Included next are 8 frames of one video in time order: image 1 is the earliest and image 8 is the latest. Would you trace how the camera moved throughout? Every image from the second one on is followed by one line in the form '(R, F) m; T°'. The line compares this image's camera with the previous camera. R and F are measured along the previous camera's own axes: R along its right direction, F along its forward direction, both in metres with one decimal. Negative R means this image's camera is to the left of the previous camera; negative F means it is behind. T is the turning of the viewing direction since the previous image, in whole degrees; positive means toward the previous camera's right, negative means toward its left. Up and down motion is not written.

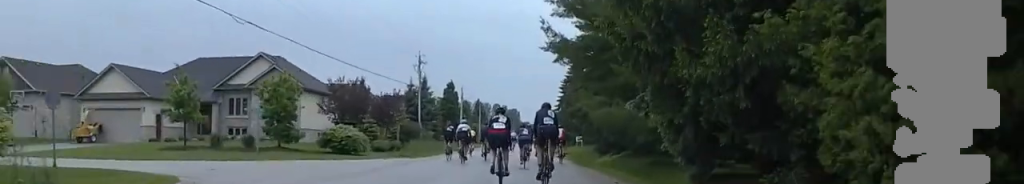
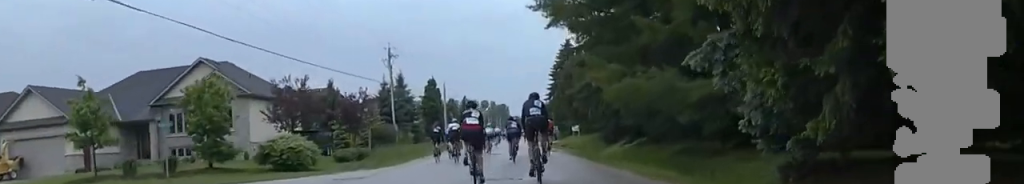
(-0.3, +6.0) m; -3°
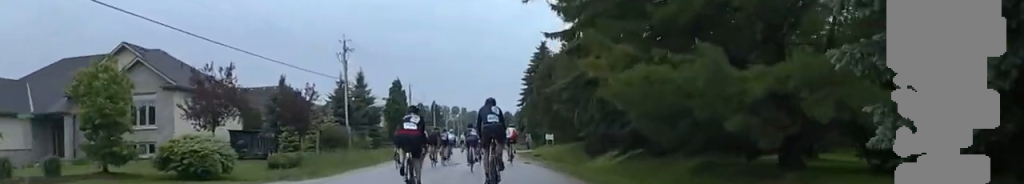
(0.0, +4.4) m; 0°
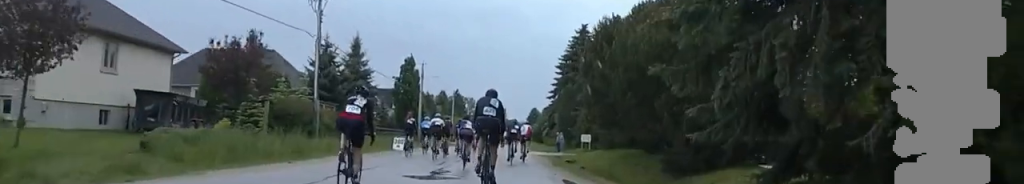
(0.0, +9.6) m; -8°
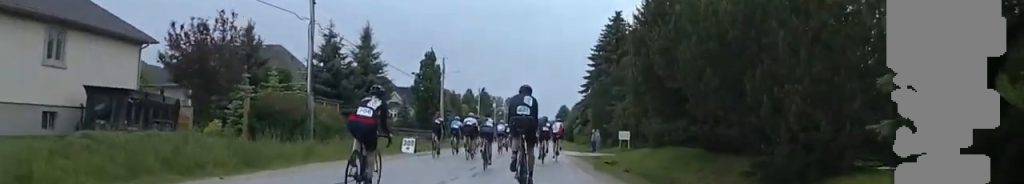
(-0.5, +3.7) m; -14°
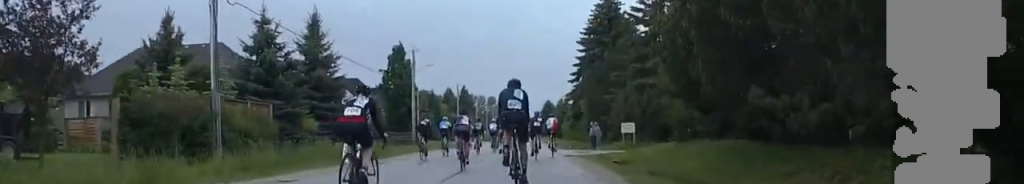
(-0.7, +5.1) m; -20°
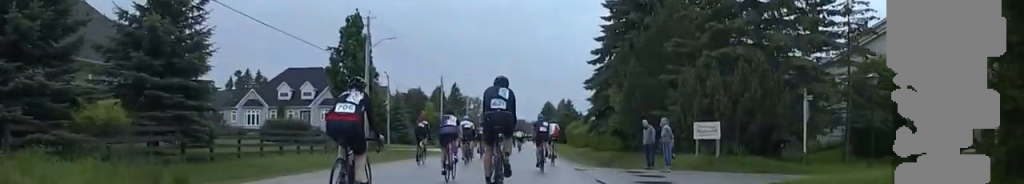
(-3.3, +11.4) m; -30°
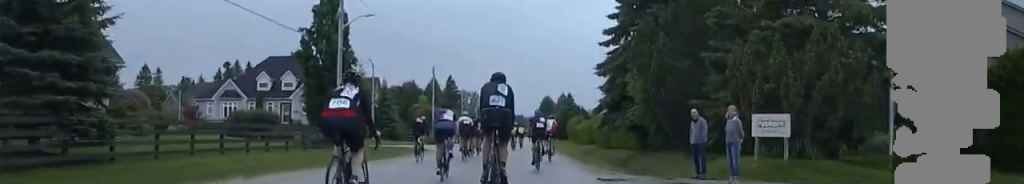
(-0.8, +4.6) m; -7°
